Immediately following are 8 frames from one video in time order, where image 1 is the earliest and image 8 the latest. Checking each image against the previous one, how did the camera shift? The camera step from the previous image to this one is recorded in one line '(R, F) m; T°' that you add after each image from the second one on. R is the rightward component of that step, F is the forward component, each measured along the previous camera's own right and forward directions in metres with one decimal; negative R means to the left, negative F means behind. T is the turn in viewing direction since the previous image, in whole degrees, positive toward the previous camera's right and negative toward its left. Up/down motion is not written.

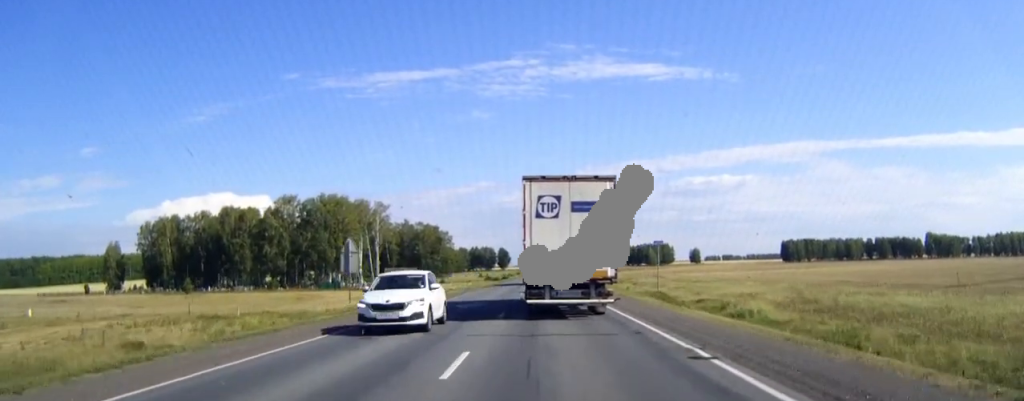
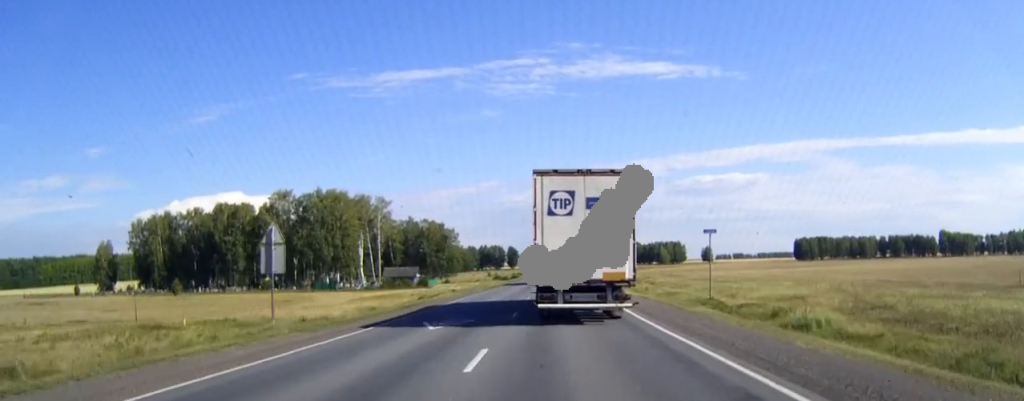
(+0.1, +11.1) m; 0°
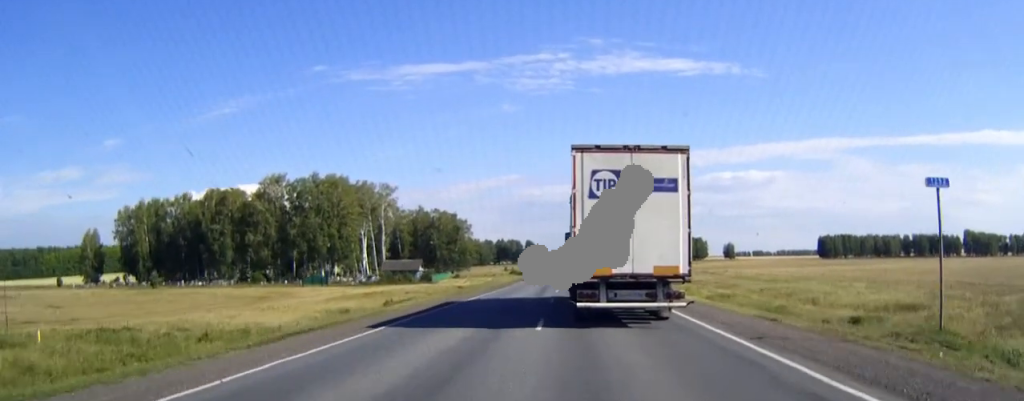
(-0.2, +18.2) m; -1°
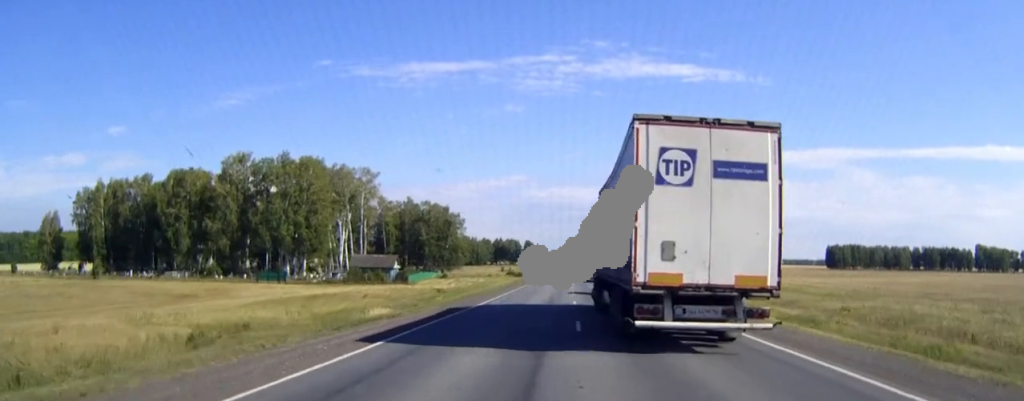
(-0.2, +23.0) m; 0°
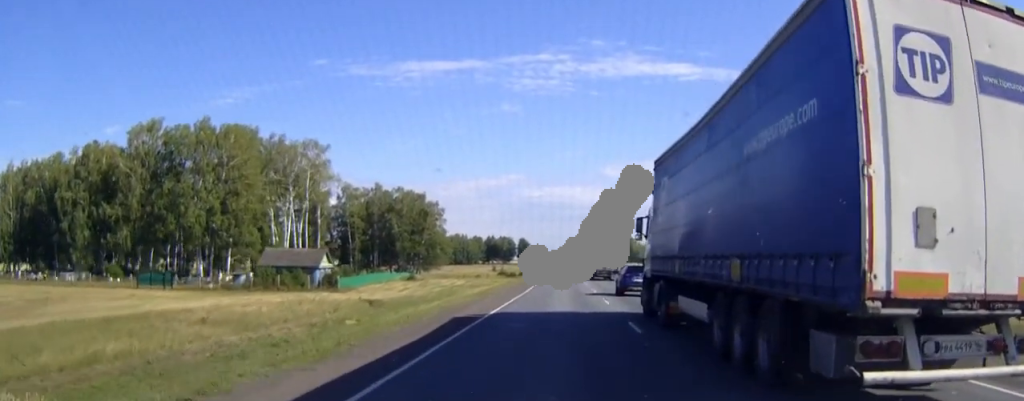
(+0.2, +37.0) m; +1°
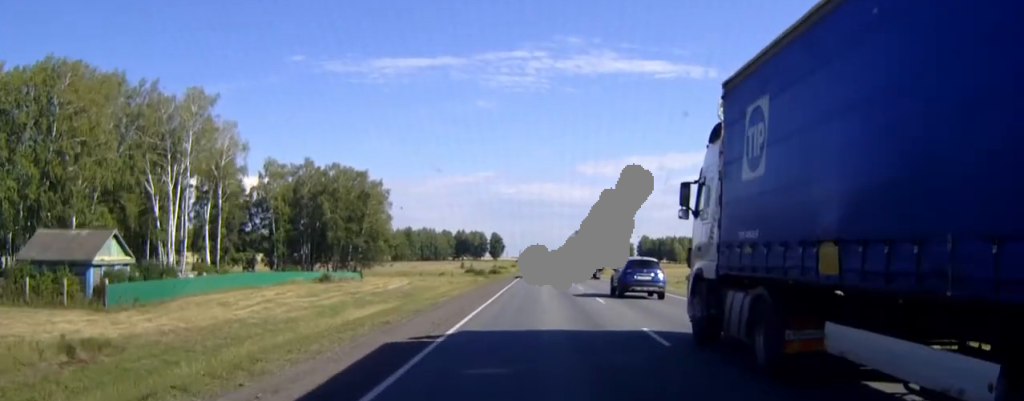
(+0.5, +39.0) m; +1°
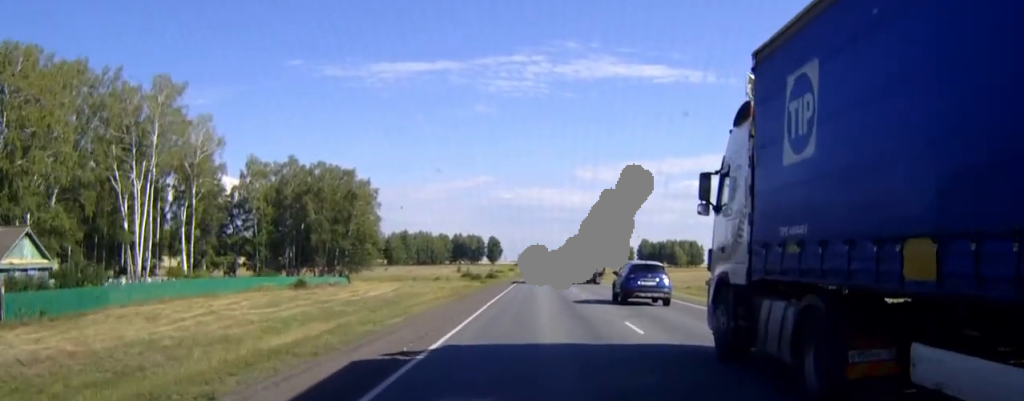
(+0.1, +9.3) m; 0°
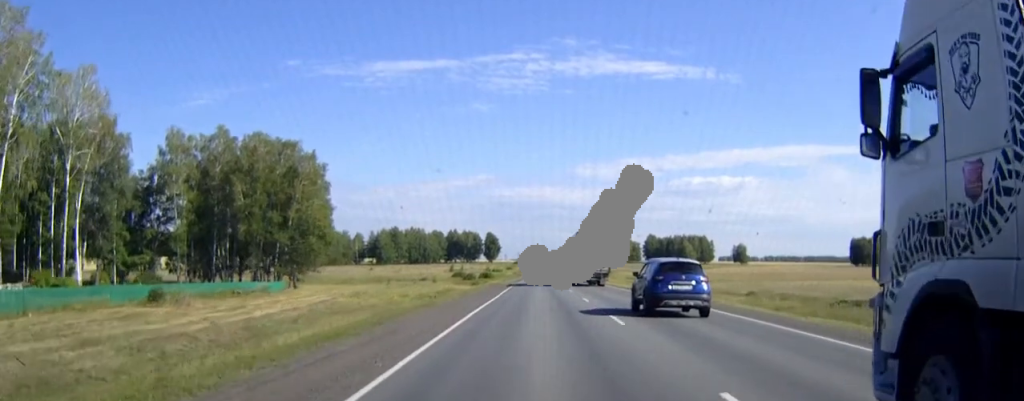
(+0.1, +34.0) m; 0°
